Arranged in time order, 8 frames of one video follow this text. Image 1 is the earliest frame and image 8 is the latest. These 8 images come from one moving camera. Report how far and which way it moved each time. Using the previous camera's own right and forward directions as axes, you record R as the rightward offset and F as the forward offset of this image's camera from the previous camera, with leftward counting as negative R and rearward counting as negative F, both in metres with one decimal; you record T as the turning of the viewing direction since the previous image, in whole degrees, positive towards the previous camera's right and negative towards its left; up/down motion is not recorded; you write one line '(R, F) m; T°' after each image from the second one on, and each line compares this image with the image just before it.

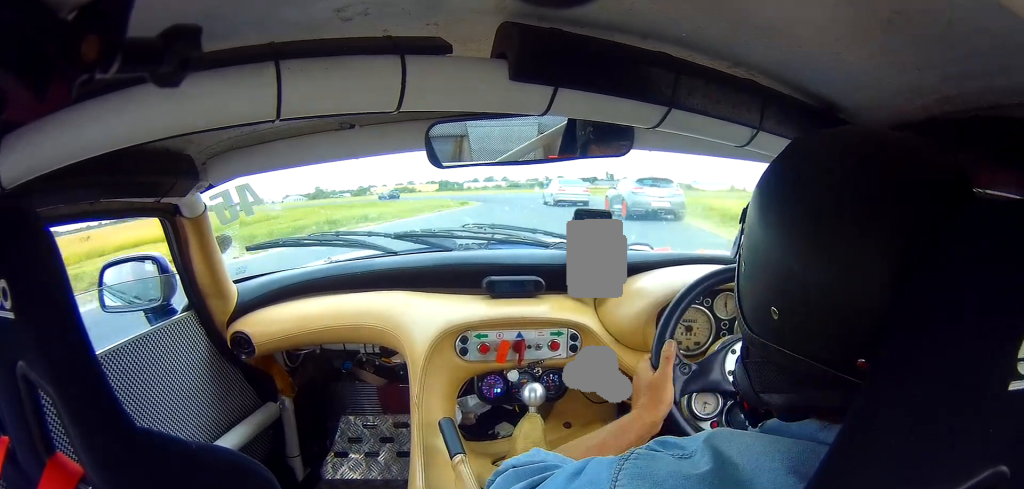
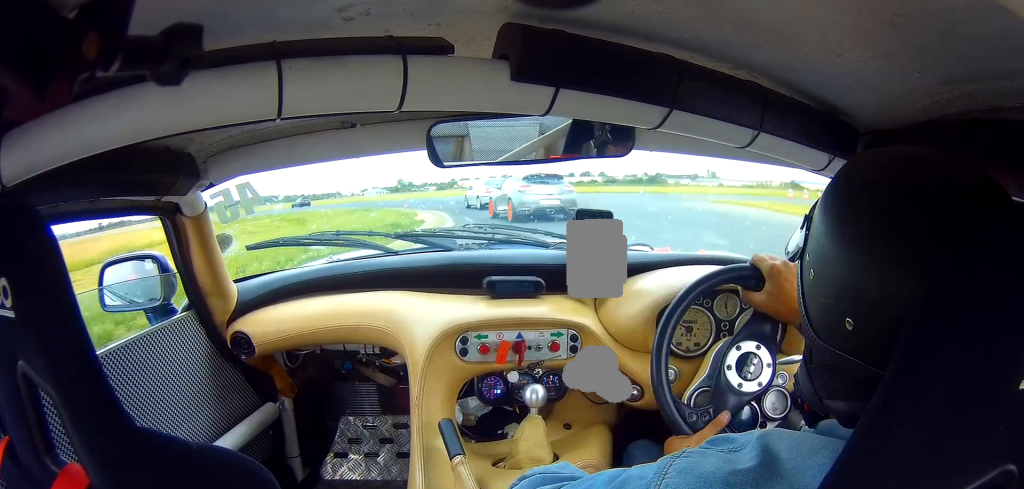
(+0.1, +28.1) m; -8°
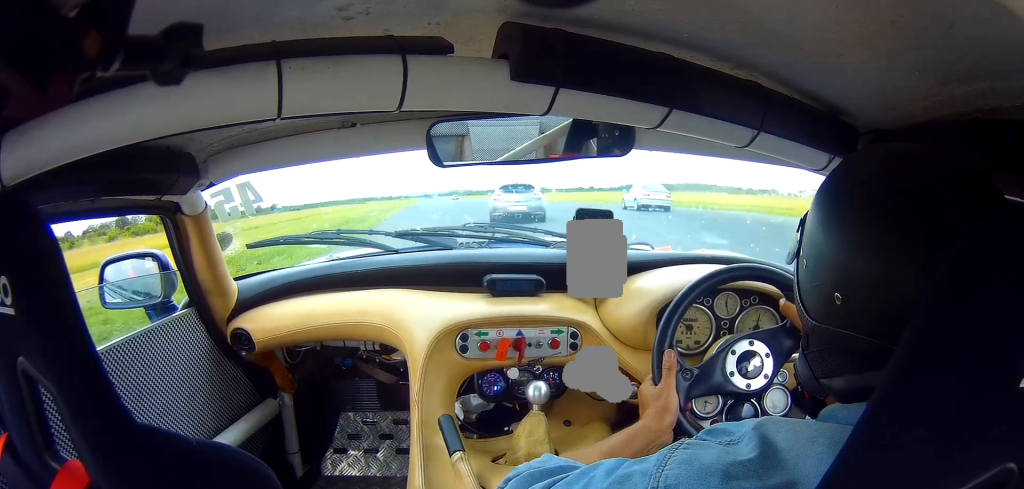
(-13.9, +48.3) m; -32°
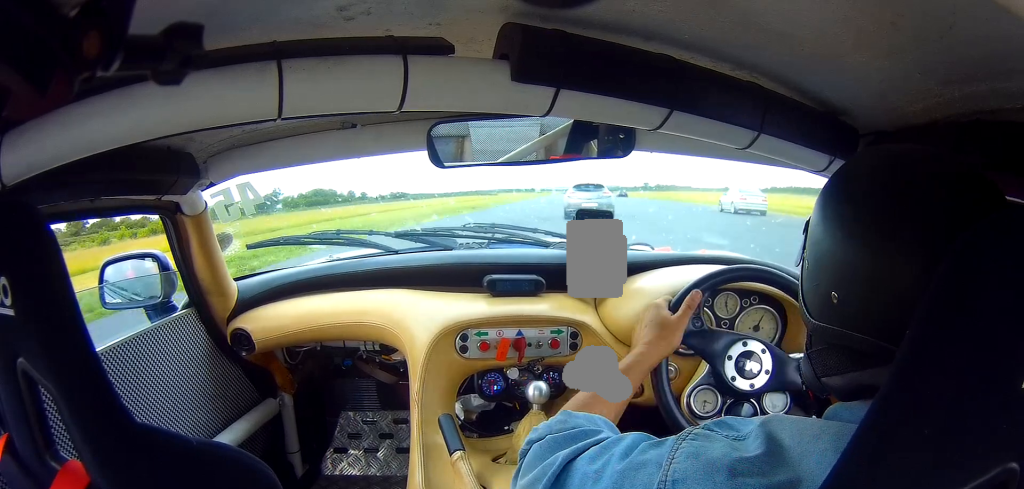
(-1.1, +19.5) m; -9°
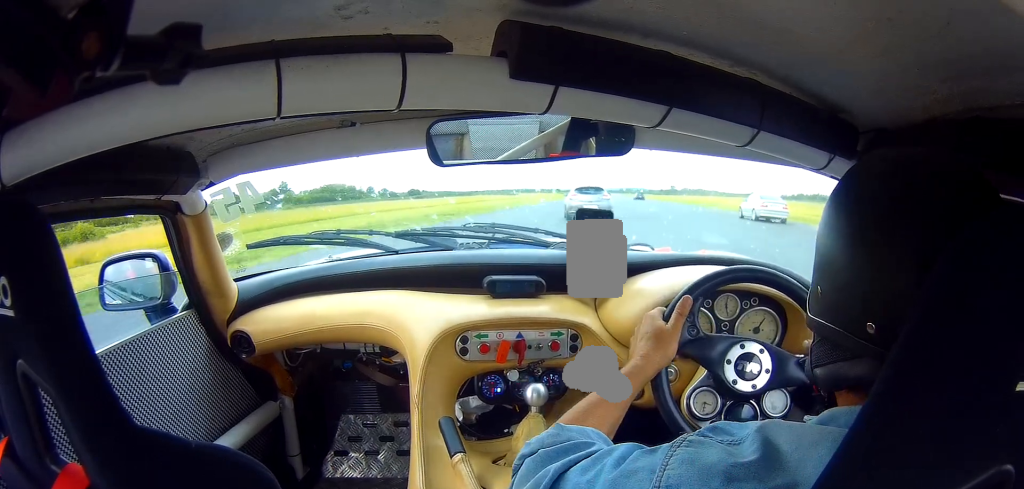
(-1.7, +17.2) m; -3°
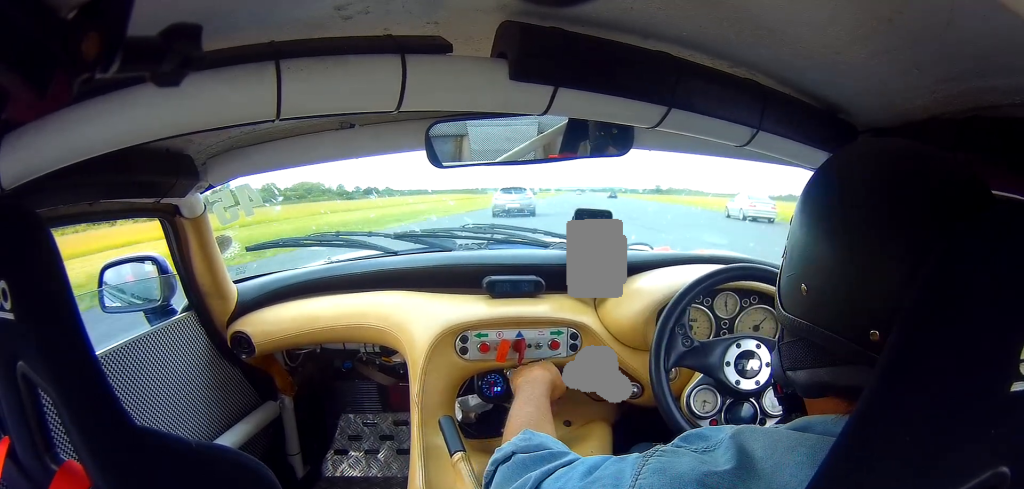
(-1.2, +37.0) m; -1°
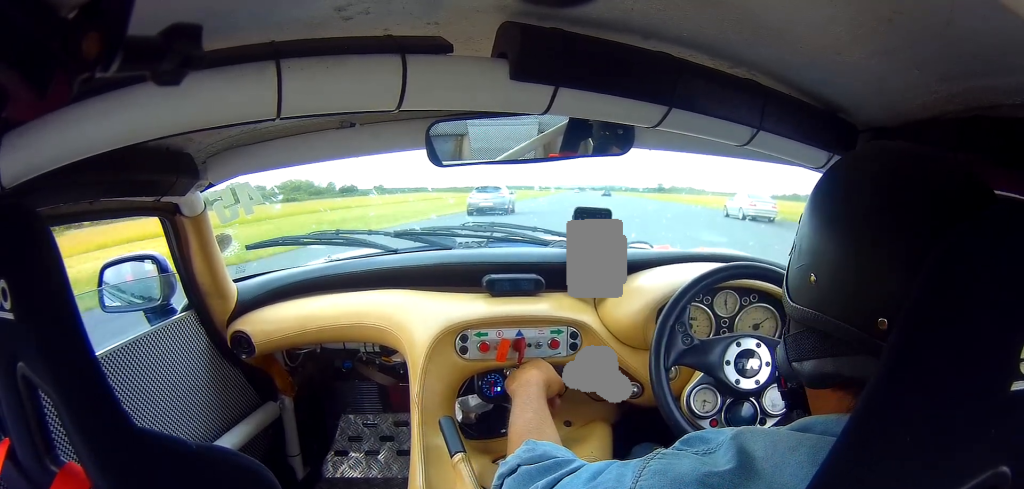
(+0.1, +26.6) m; 0°
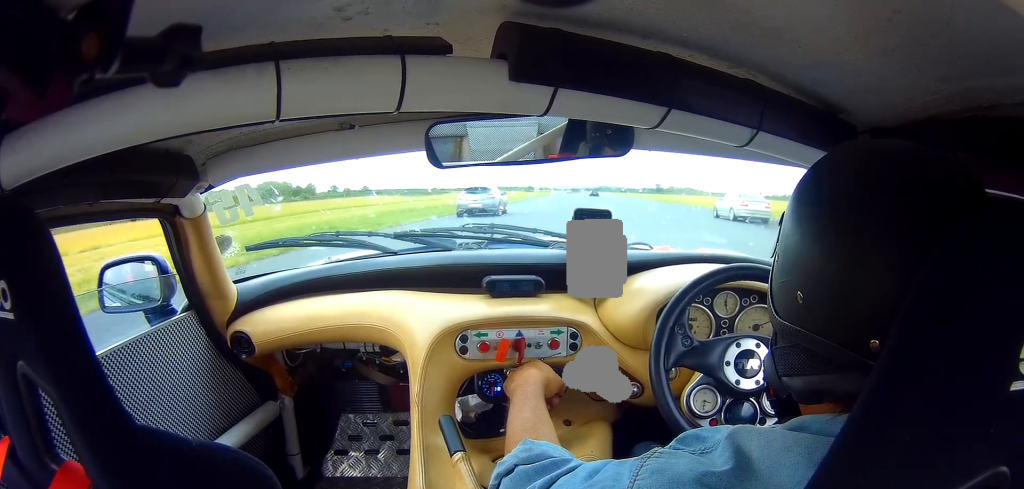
(0.0, +38.1) m; 0°
